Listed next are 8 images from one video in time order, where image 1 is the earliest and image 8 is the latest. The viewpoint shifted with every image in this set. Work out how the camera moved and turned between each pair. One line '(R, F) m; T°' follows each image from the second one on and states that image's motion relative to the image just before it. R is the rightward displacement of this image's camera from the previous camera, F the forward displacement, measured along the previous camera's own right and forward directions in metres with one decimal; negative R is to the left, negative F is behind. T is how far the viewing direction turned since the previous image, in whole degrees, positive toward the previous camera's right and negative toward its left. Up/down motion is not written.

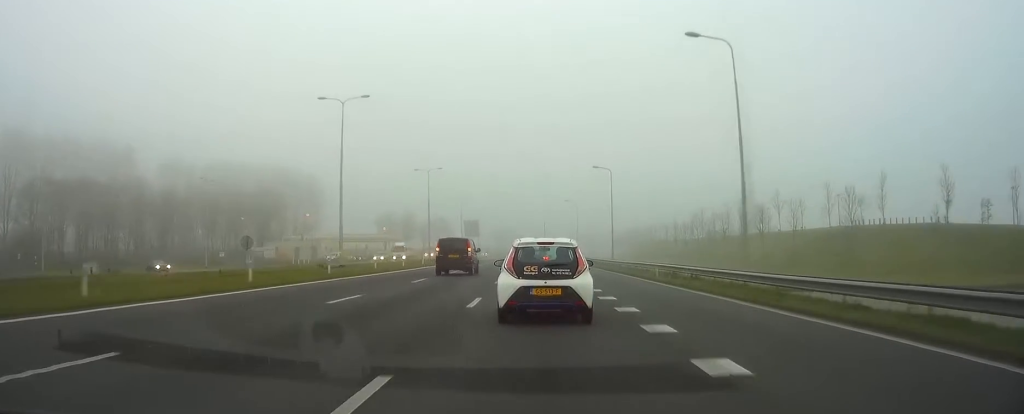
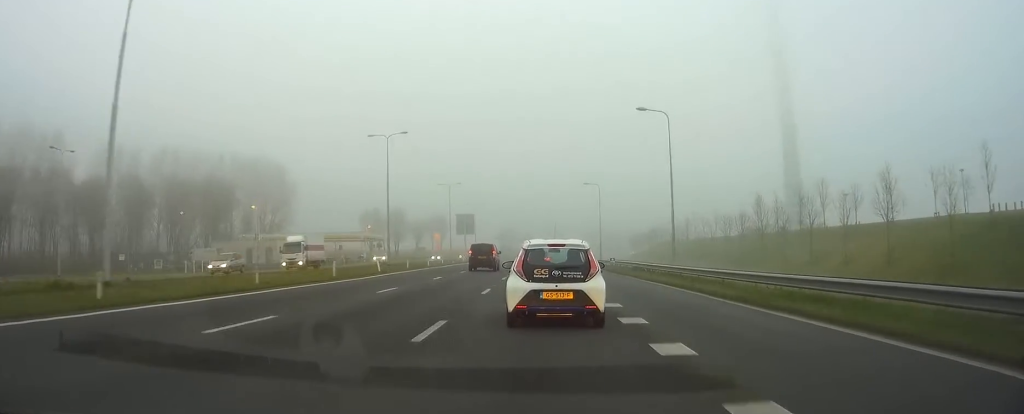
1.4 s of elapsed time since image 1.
(-0.2, +29.7) m; -1°
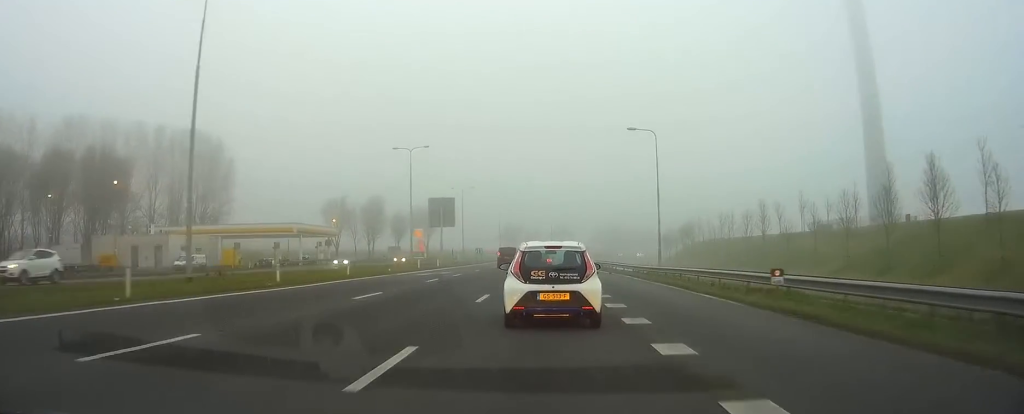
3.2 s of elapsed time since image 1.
(-0.5, +38.9) m; -1°
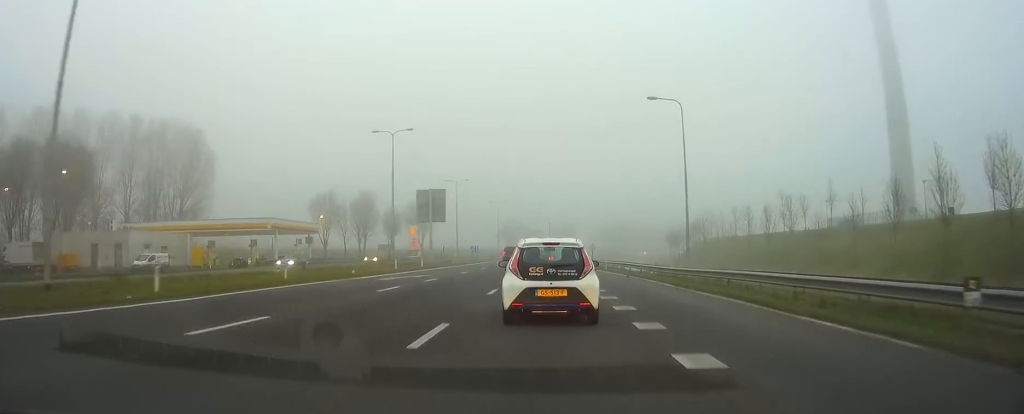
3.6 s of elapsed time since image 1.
(0.0, +9.2) m; 0°
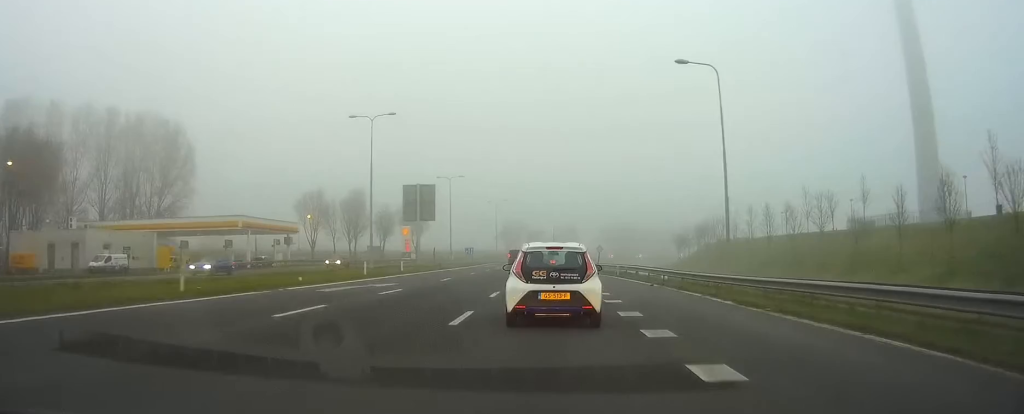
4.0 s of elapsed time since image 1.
(0.0, +8.3) m; 0°
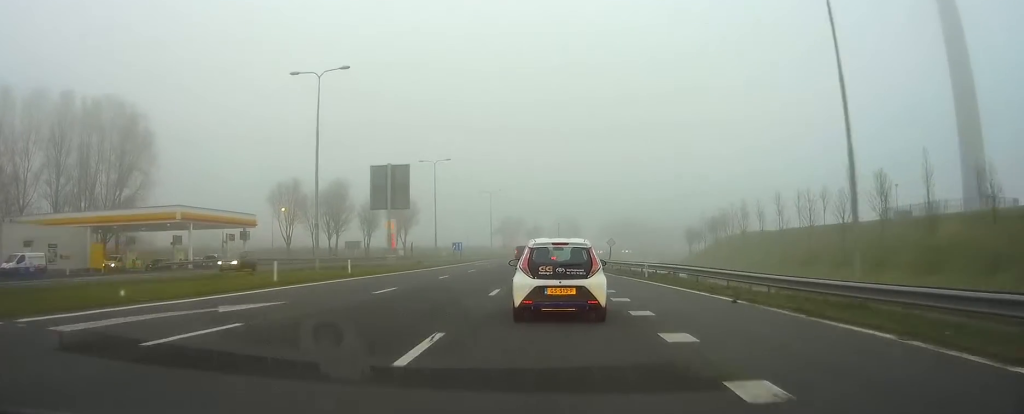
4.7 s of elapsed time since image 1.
(0.0, +13.4) m; 0°
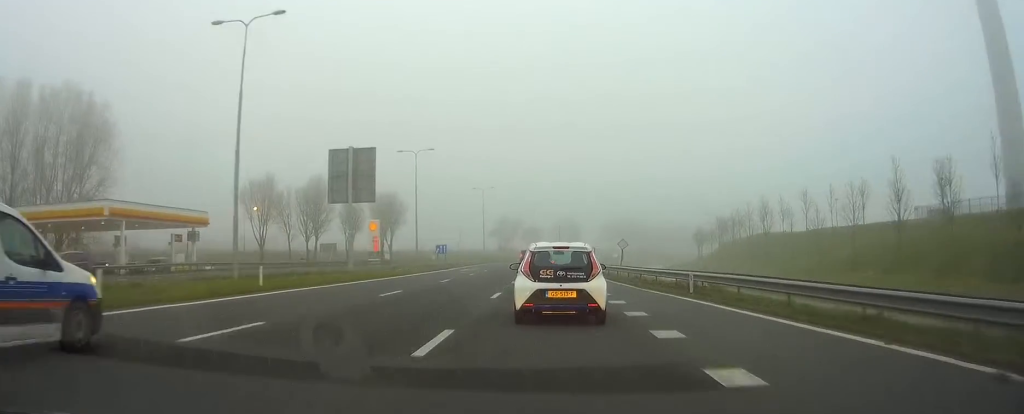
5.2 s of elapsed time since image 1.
(0.0, +10.8) m; 0°
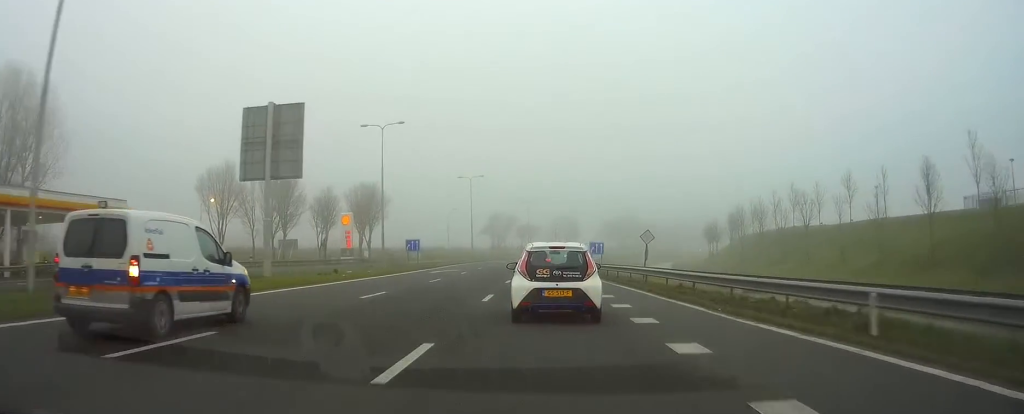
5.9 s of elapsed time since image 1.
(0.0, +14.1) m; 0°
